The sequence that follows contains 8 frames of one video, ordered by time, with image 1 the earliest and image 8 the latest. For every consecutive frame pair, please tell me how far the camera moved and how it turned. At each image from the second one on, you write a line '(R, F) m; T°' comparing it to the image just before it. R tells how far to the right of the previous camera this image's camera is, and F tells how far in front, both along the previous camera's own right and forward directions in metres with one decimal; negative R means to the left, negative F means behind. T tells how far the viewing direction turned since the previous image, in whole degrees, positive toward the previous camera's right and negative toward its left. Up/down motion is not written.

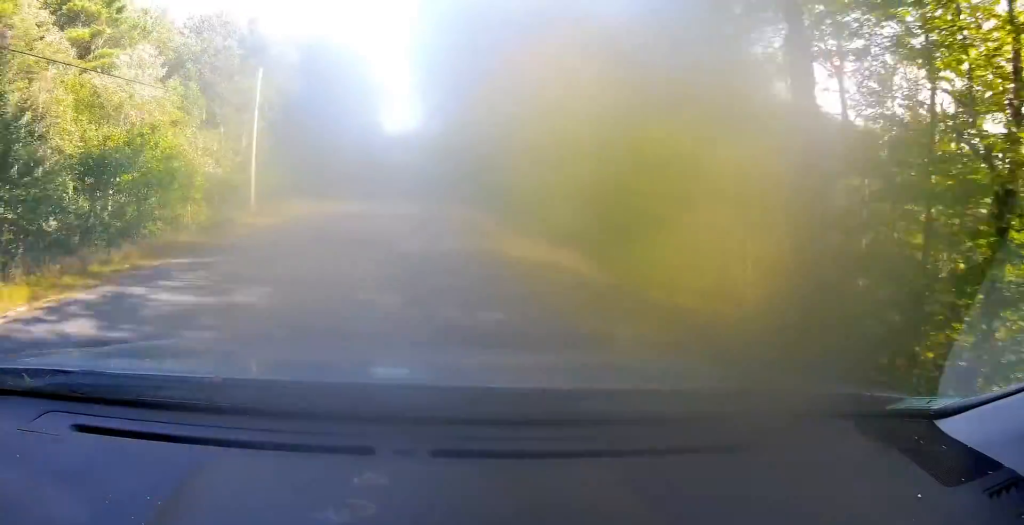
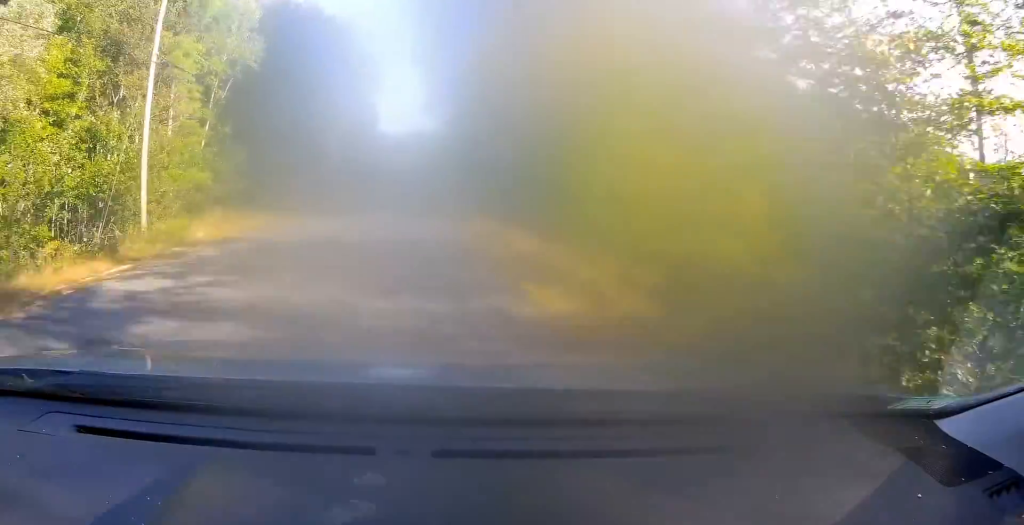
(-0.4, +14.6) m; -1°
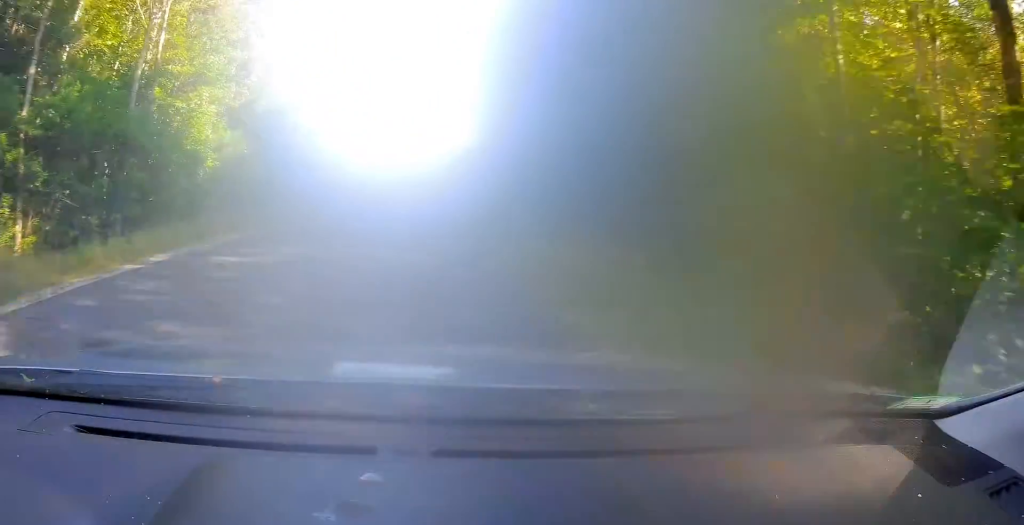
(-0.3, +41.5) m; +1°
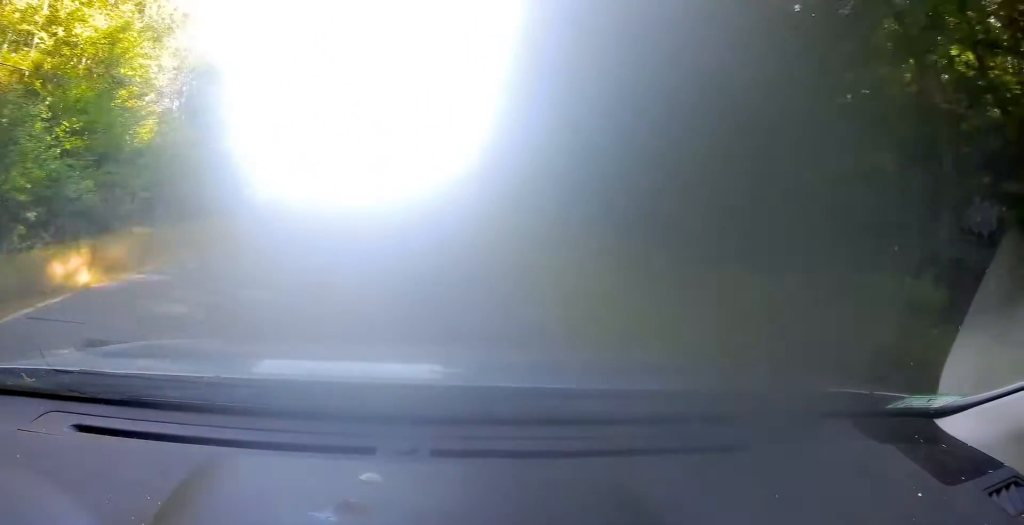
(+0.8, +27.1) m; +4°
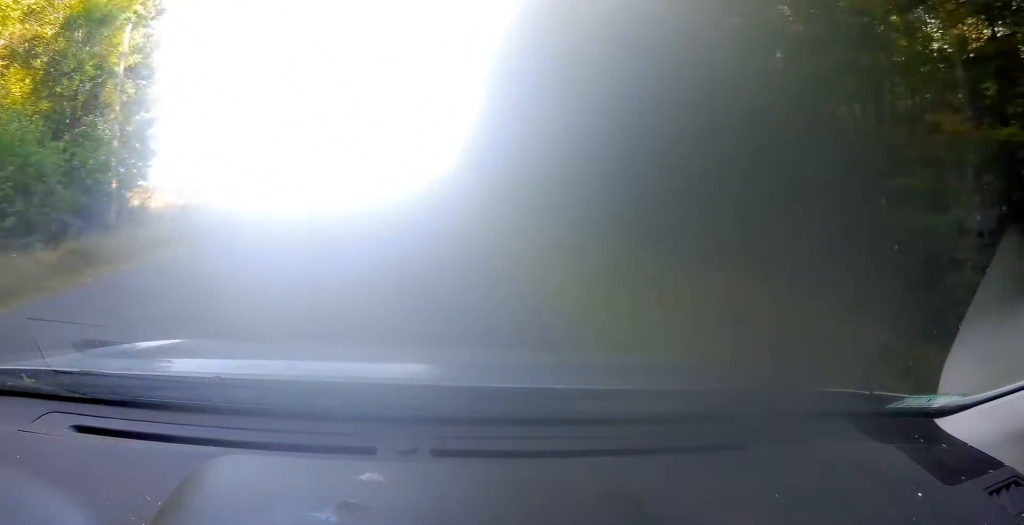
(+0.2, +13.7) m; +2°
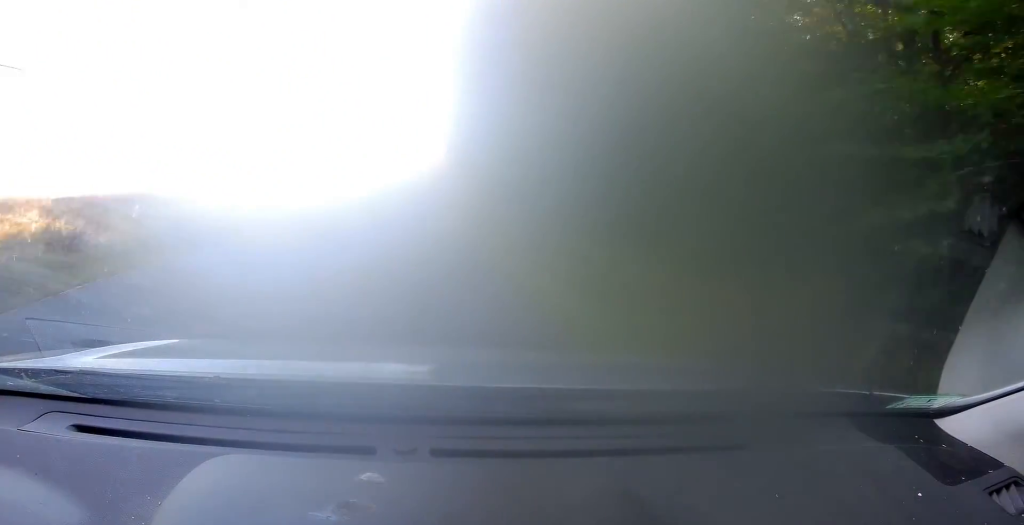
(+0.3, +16.5) m; +1°
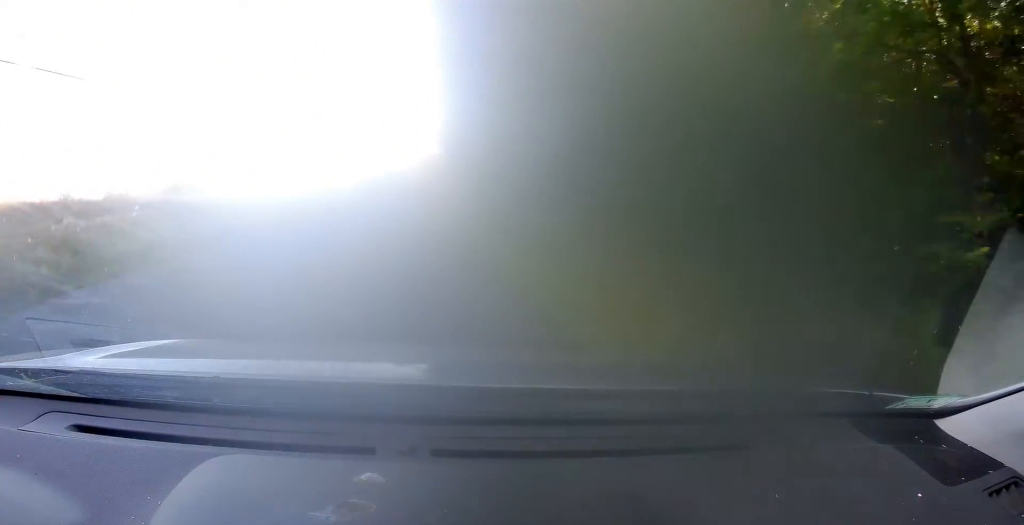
(0.0, +10.7) m; +2°
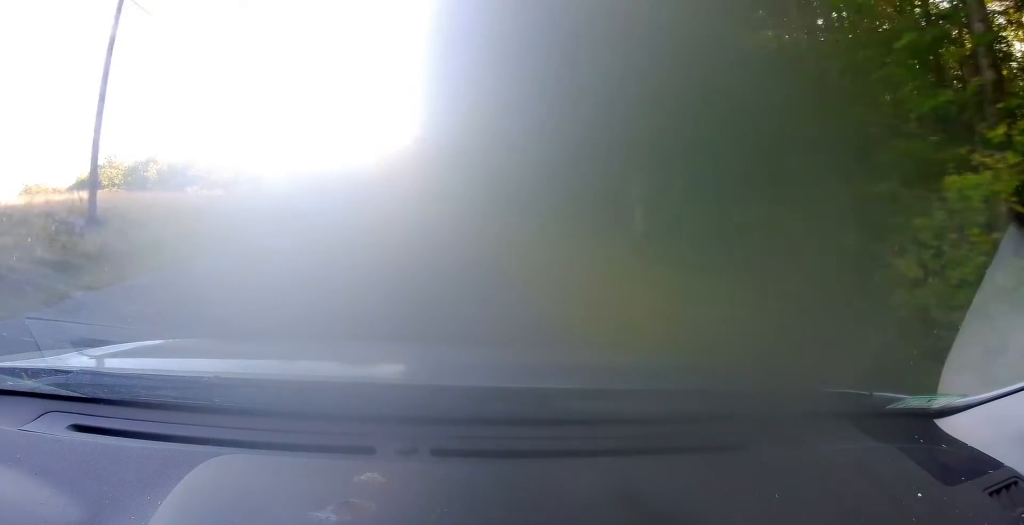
(+2.4, +37.9) m; +6°
